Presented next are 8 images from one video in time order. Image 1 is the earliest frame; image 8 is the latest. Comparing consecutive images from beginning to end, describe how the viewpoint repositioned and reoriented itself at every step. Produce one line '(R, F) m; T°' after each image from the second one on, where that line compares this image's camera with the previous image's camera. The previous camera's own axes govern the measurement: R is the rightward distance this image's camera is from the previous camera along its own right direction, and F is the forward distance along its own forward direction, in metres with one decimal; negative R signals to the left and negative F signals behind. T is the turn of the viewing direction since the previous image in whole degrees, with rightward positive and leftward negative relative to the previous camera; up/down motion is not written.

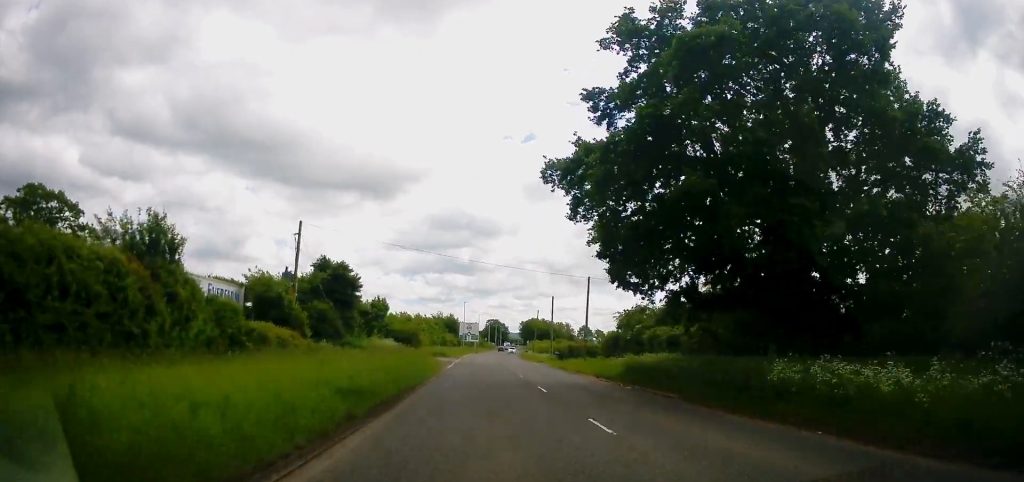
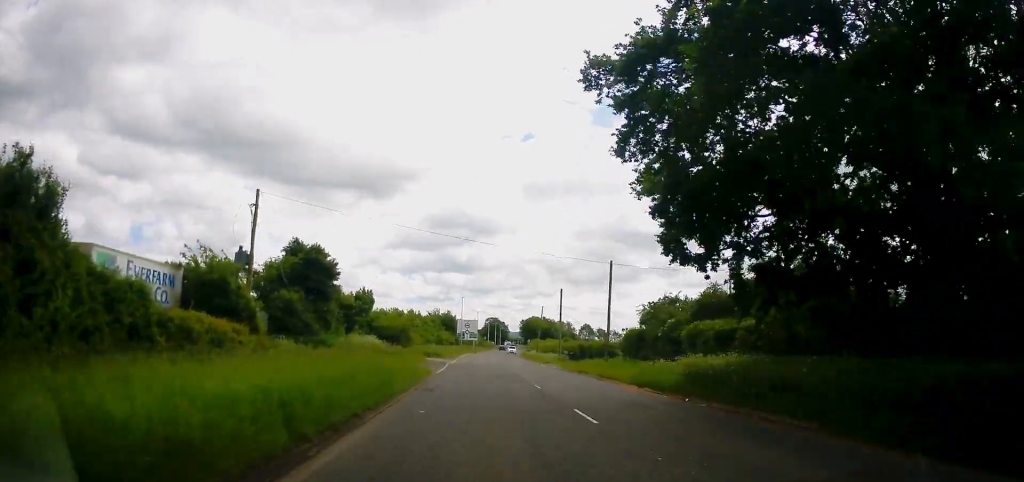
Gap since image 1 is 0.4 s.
(+0.1, +7.7) m; 0°
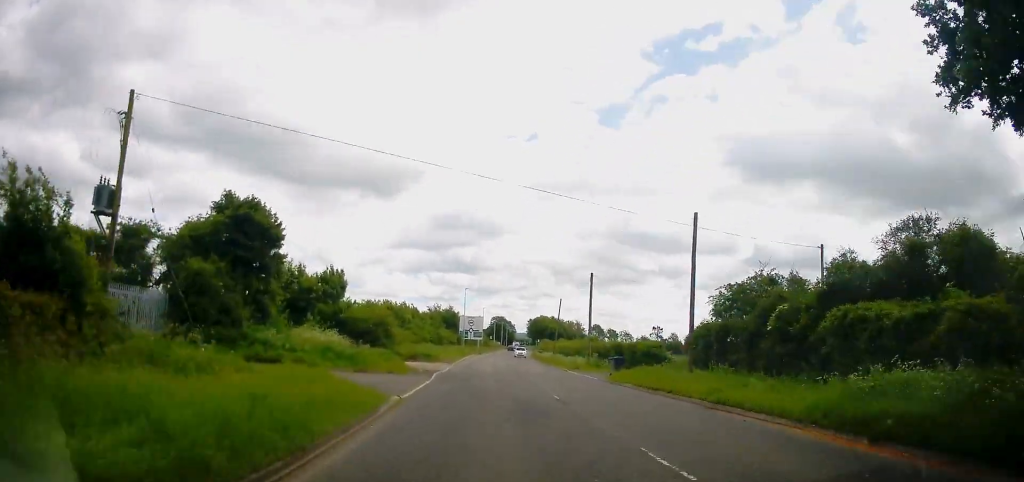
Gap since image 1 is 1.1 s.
(-0.2, +13.3) m; 0°
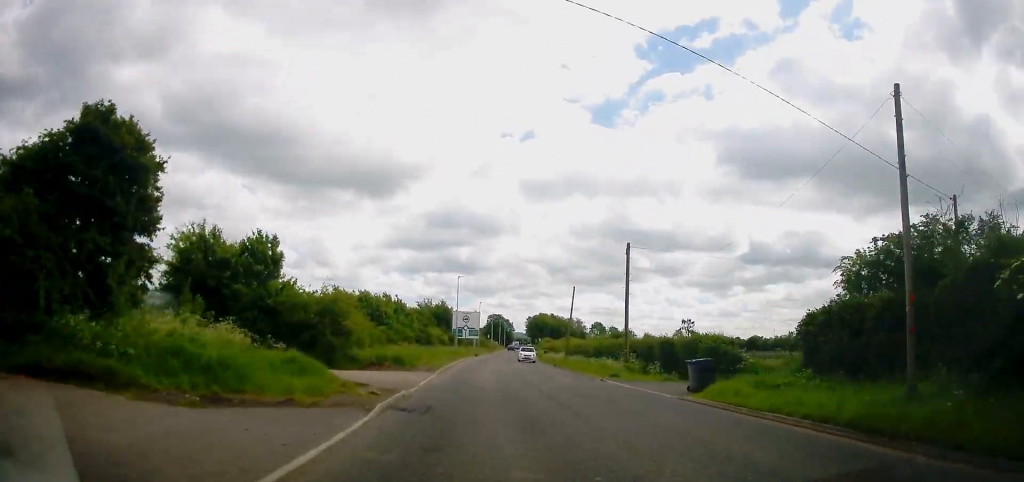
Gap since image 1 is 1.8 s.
(-0.1, +12.5) m; +1°
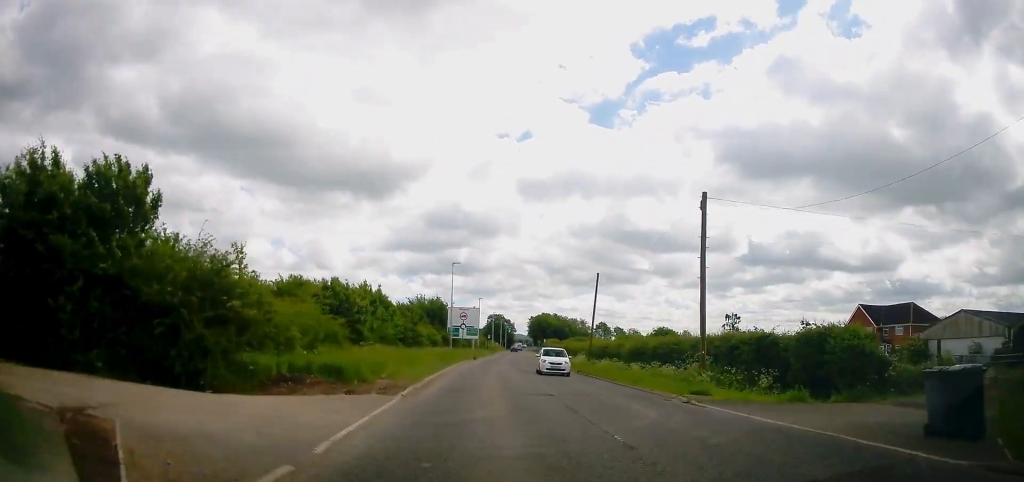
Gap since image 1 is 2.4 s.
(+0.4, +11.7) m; +1°
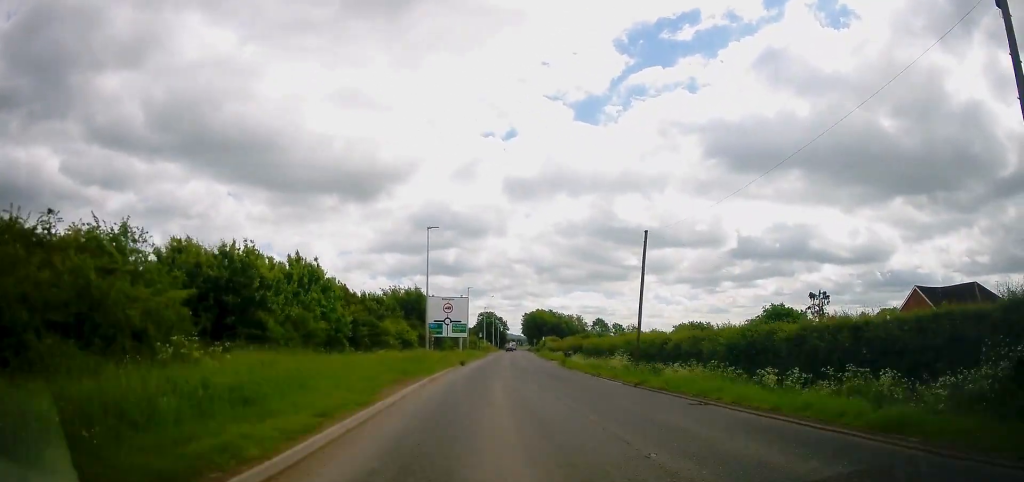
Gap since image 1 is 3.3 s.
(-0.1, +15.8) m; +1°
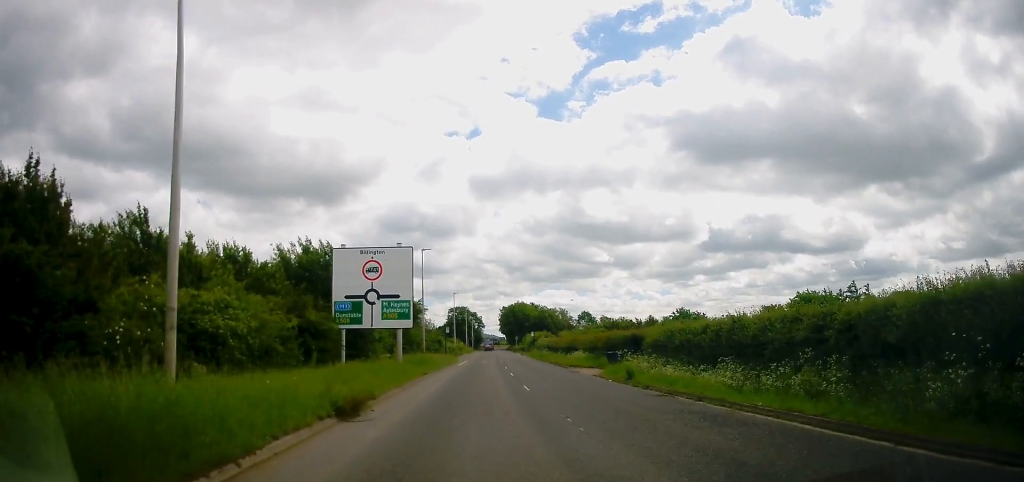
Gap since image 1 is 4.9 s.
(+0.5, +28.4) m; +1°
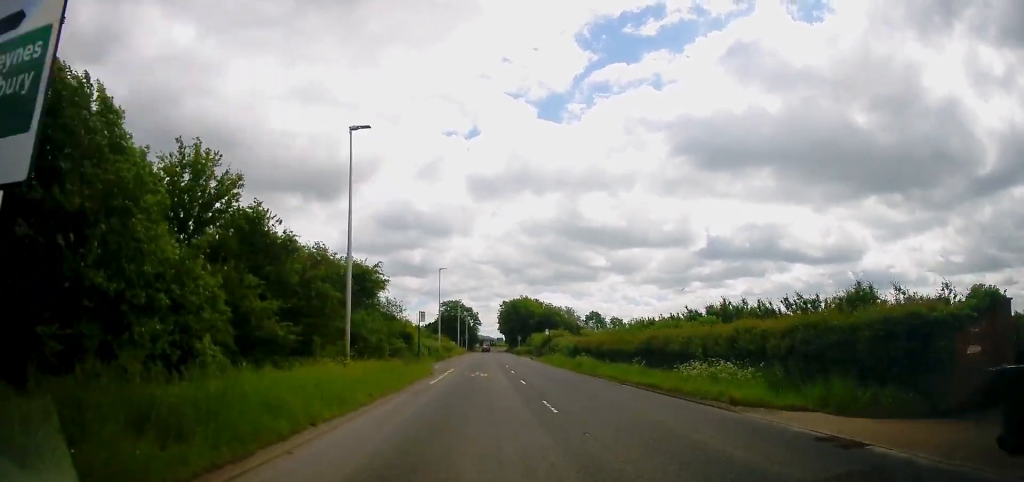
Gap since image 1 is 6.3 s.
(0.0, +24.1) m; +2°
